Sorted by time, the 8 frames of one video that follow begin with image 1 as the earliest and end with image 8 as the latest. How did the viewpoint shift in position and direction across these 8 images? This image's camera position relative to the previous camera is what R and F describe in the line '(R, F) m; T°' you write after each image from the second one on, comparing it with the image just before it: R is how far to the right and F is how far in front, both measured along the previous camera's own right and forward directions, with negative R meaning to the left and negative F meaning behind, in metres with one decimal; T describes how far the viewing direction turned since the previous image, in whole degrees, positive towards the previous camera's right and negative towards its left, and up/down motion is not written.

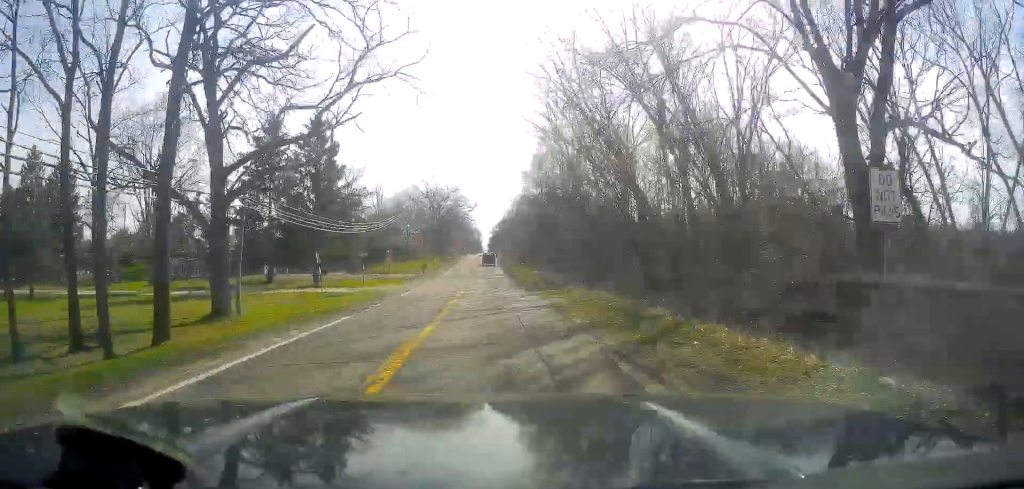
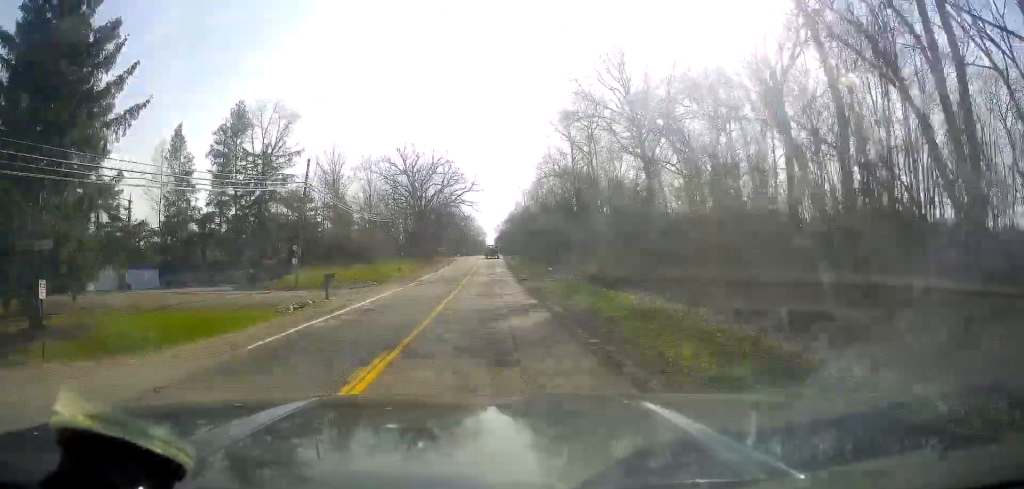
(+0.6, +43.9) m; +1°
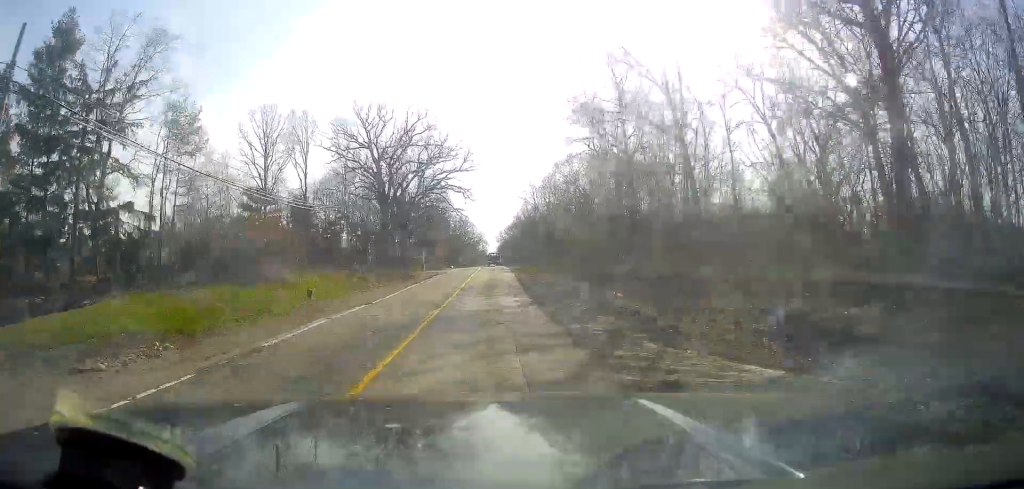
(+0.1, +32.4) m; 0°
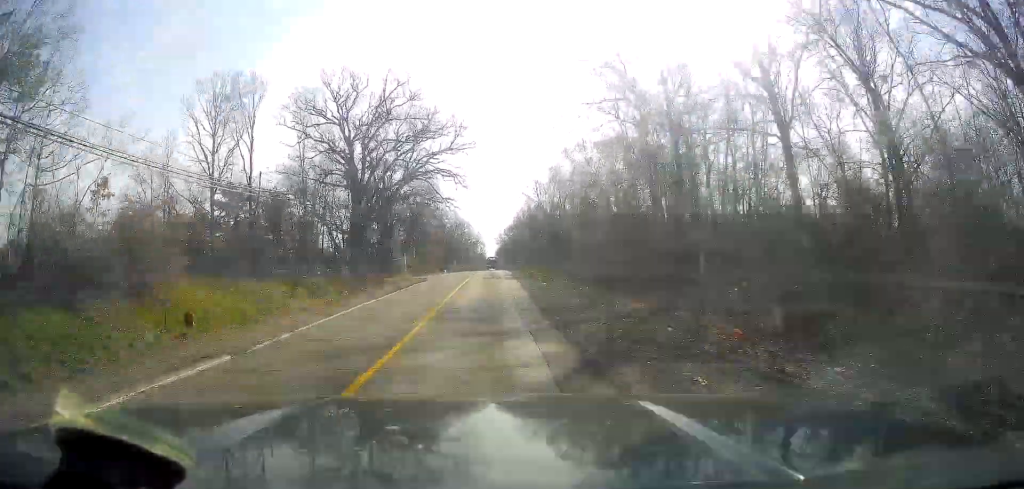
(+0.1, +14.4) m; -1°
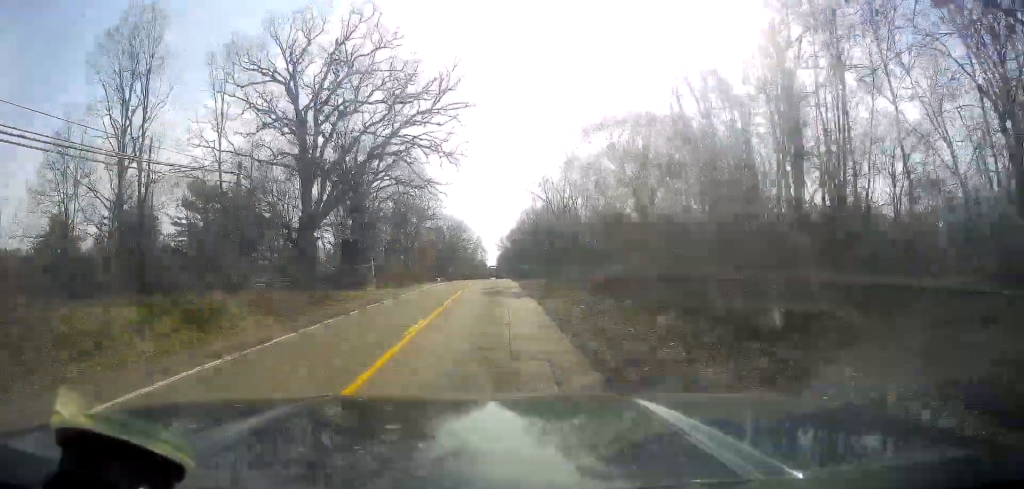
(-0.2, +13.7) m; -1°
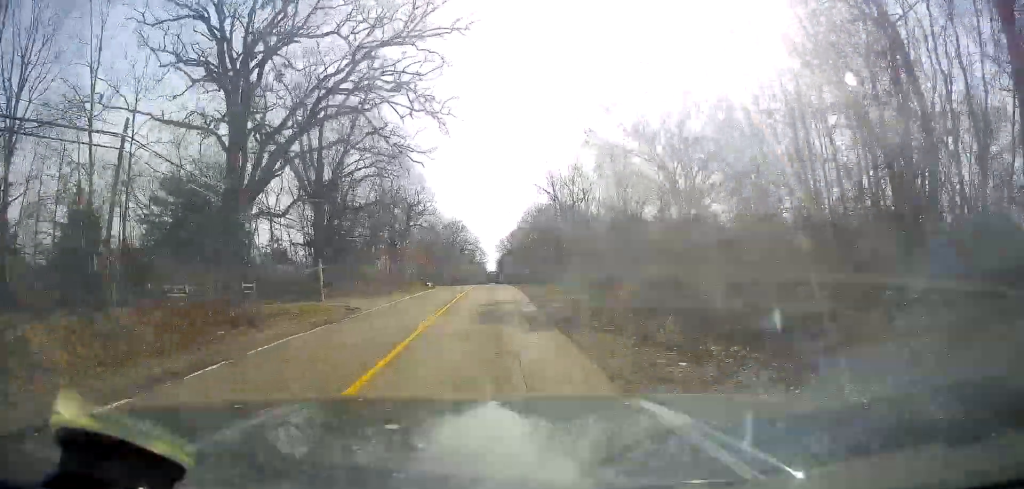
(-0.3, +9.3) m; -1°
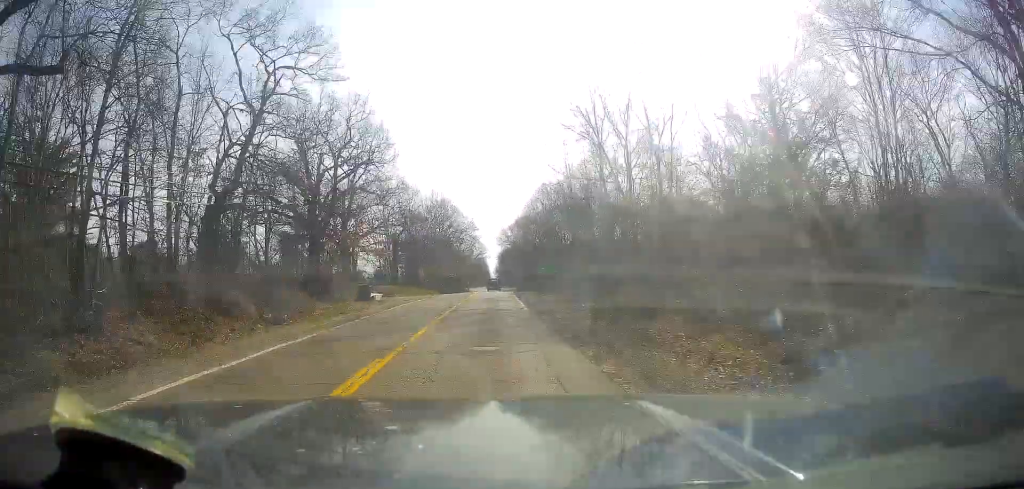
(+0.6, +34.4) m; +2°
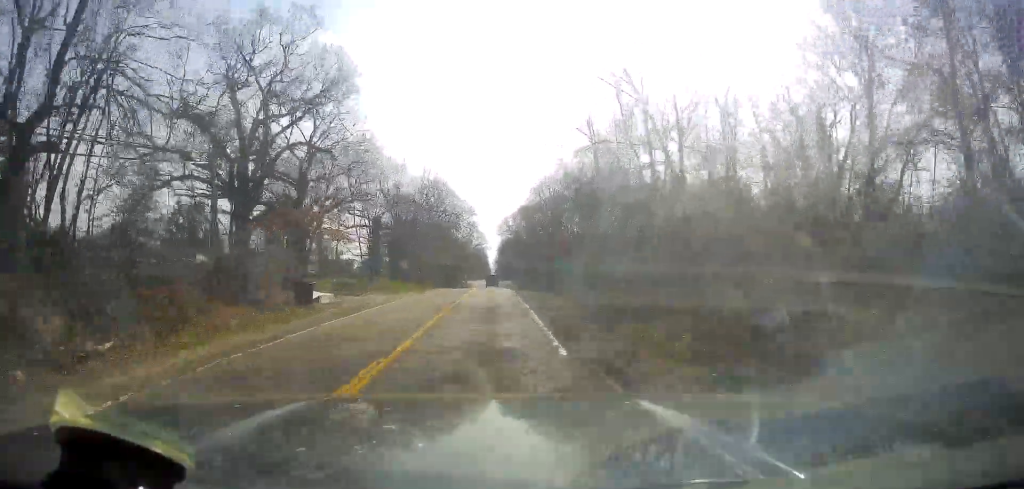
(0.0, +13.1) m; 0°
